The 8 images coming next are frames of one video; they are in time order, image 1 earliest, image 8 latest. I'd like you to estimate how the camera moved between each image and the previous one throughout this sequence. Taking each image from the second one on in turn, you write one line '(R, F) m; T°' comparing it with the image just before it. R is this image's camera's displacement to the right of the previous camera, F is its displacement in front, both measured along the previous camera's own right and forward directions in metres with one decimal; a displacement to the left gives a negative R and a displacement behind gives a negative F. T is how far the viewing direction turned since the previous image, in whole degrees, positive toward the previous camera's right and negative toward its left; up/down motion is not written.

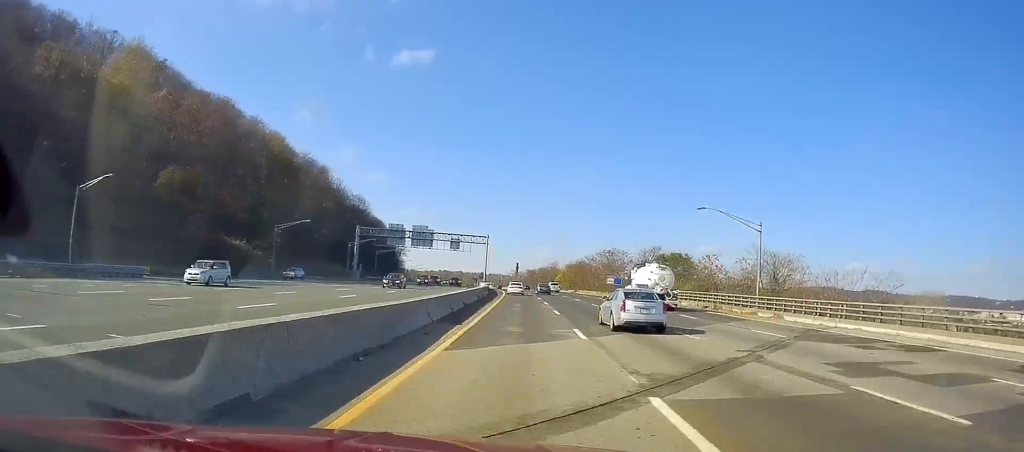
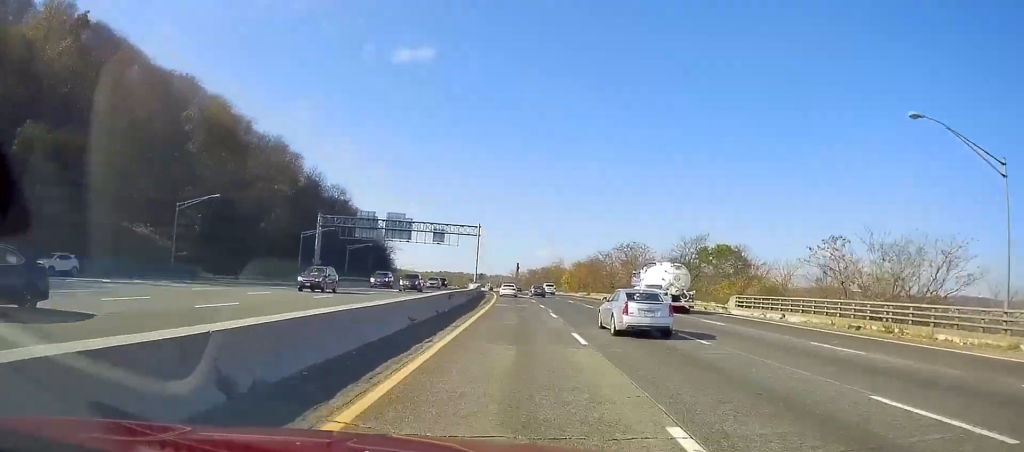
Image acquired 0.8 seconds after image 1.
(+0.4, +25.9) m; +1°
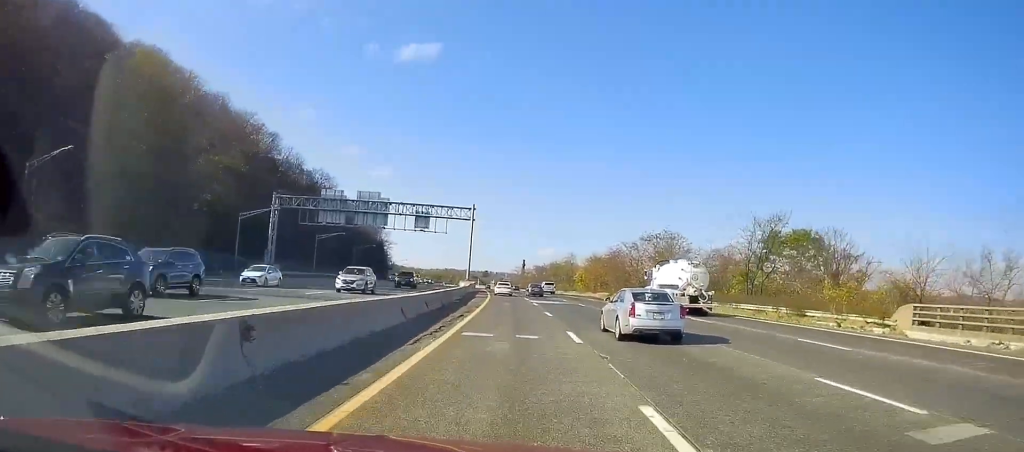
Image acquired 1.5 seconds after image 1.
(-0.1, +22.9) m; -1°
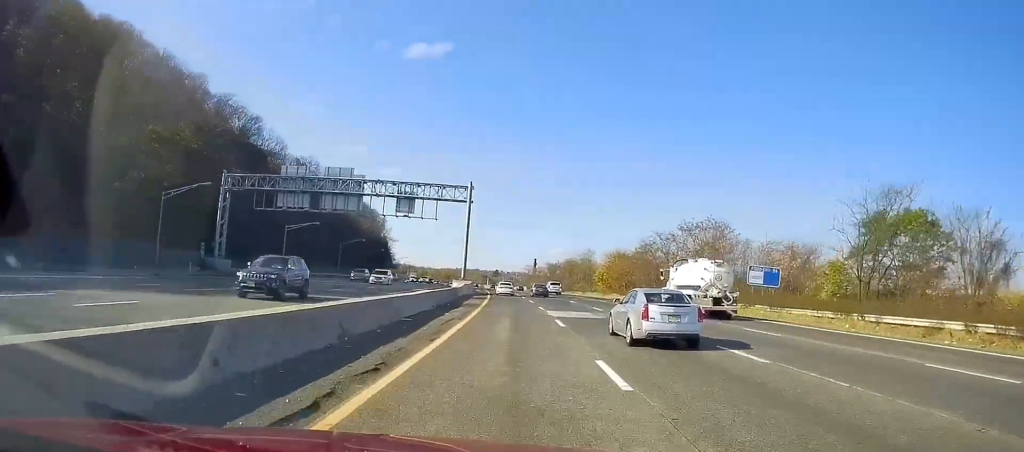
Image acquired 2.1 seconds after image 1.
(-0.1, +18.6) m; -1°
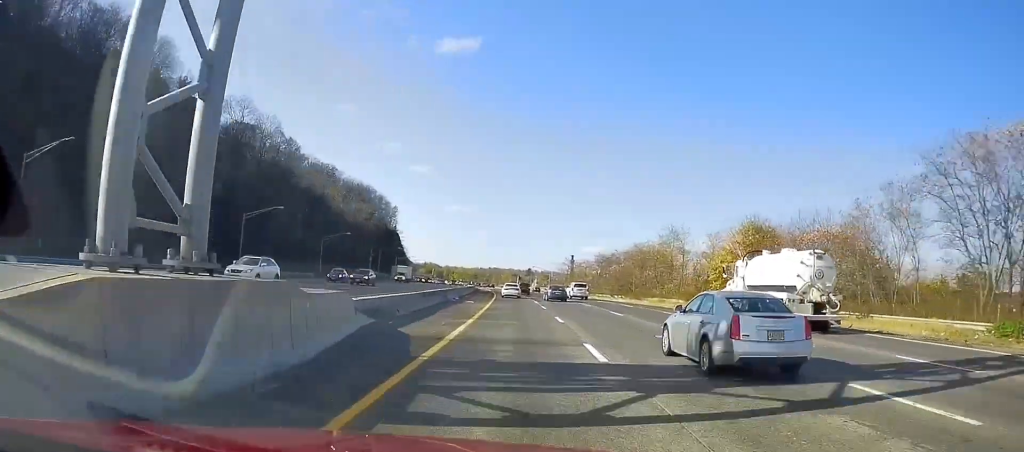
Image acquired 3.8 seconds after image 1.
(-0.7, +57.4) m; -2°
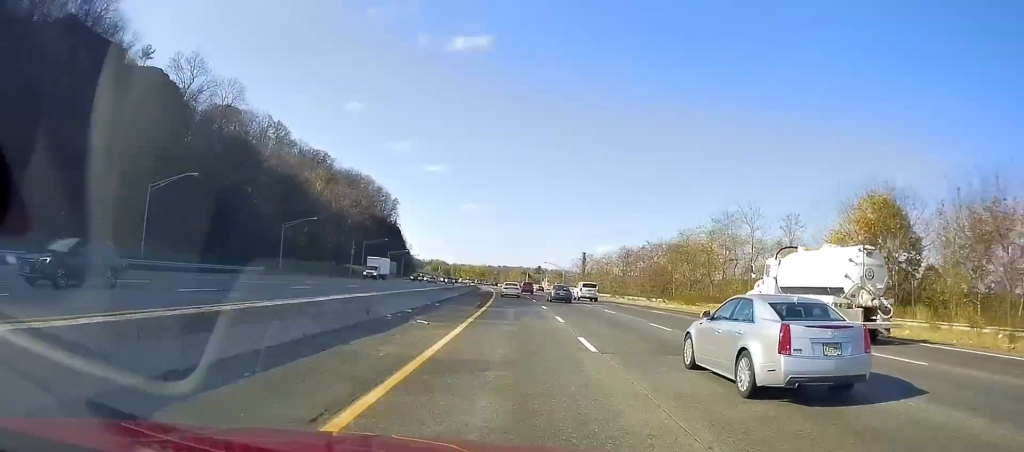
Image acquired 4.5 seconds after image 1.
(-0.4, +22.2) m; -1°
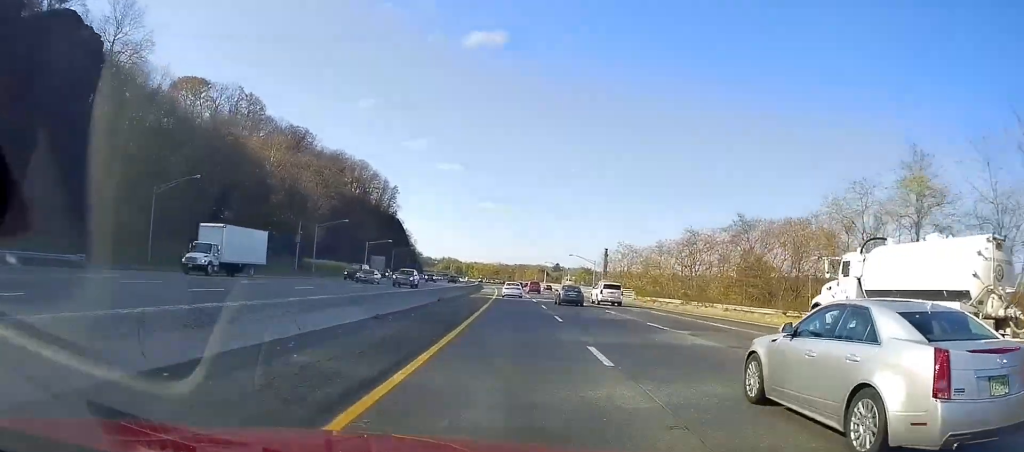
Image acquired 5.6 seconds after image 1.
(-0.7, +36.4) m; -2°
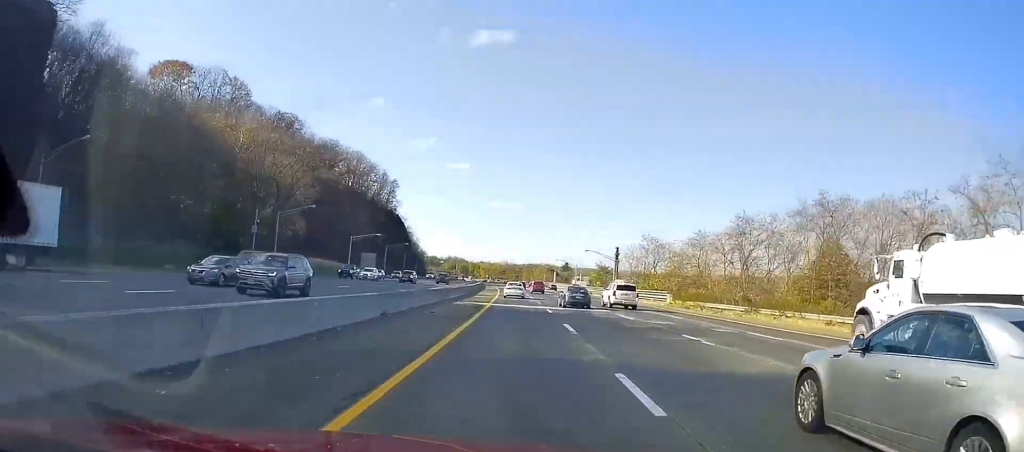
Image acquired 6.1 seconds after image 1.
(-0.1, +16.5) m; -1°
